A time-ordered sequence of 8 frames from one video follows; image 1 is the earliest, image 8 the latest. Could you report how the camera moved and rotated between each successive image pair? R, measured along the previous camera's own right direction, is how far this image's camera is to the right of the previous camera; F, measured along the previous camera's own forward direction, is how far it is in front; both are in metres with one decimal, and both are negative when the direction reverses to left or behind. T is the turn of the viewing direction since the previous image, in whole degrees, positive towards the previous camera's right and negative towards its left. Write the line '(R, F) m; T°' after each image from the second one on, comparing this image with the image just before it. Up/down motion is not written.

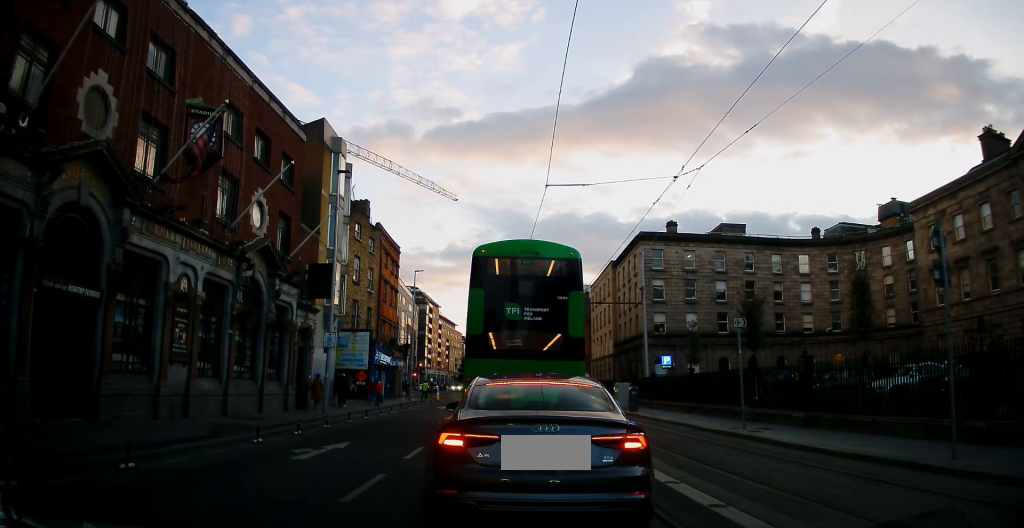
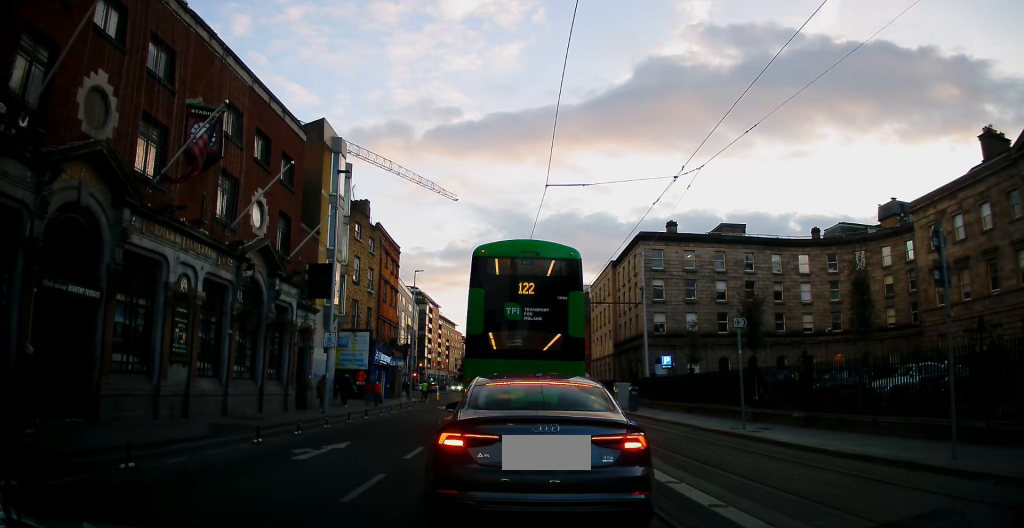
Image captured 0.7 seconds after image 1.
(0.0, 0.0) m; 0°
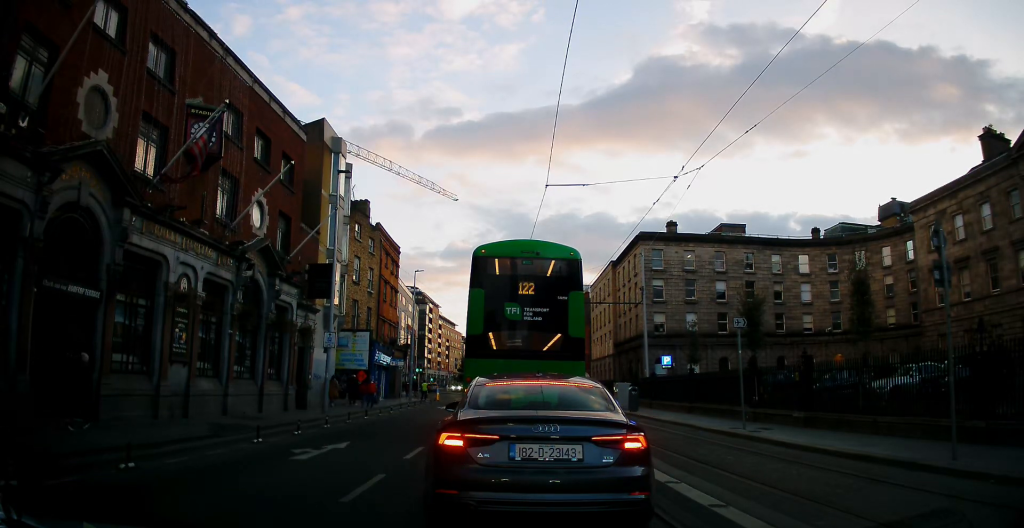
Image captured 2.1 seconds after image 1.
(0.0, 0.0) m; 0°
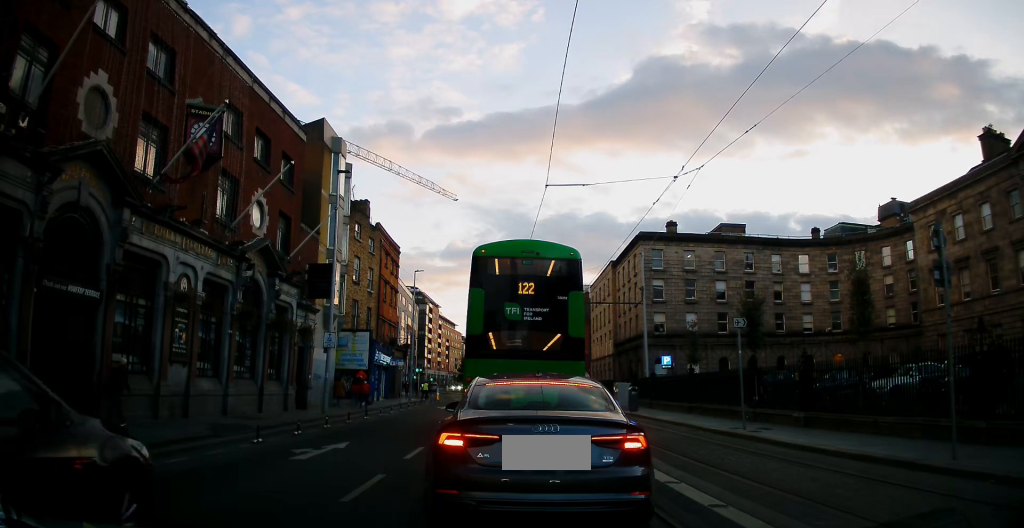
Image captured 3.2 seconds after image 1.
(0.0, 0.0) m; 0°
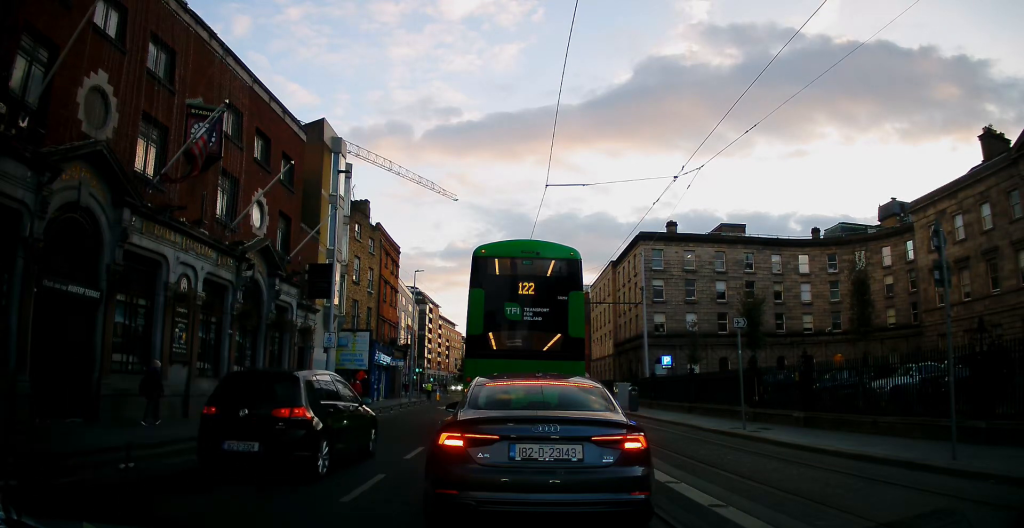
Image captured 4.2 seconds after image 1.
(0.0, 0.0) m; 0°
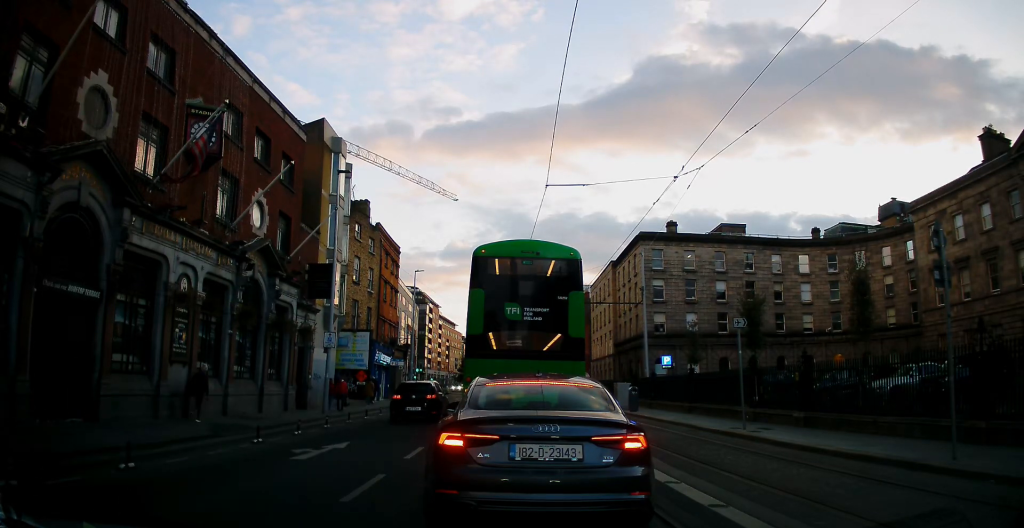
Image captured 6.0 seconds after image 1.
(0.0, 0.0) m; 0°
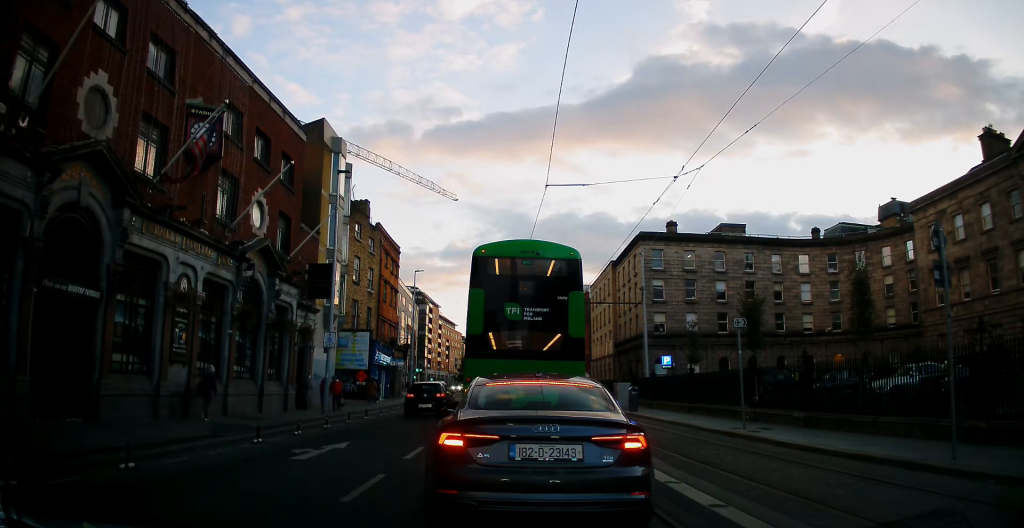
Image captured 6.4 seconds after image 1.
(0.0, 0.0) m; 0°
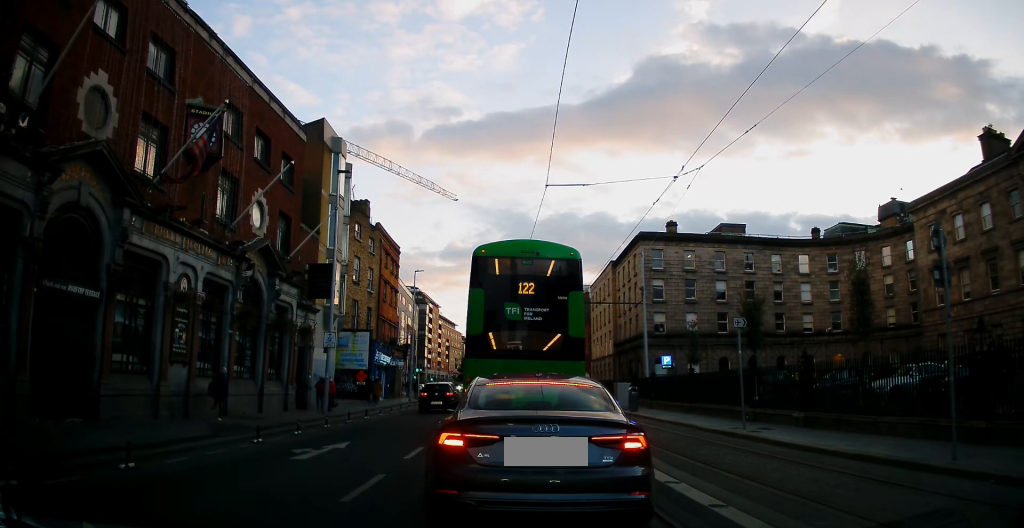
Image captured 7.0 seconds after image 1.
(0.0, 0.0) m; 0°
